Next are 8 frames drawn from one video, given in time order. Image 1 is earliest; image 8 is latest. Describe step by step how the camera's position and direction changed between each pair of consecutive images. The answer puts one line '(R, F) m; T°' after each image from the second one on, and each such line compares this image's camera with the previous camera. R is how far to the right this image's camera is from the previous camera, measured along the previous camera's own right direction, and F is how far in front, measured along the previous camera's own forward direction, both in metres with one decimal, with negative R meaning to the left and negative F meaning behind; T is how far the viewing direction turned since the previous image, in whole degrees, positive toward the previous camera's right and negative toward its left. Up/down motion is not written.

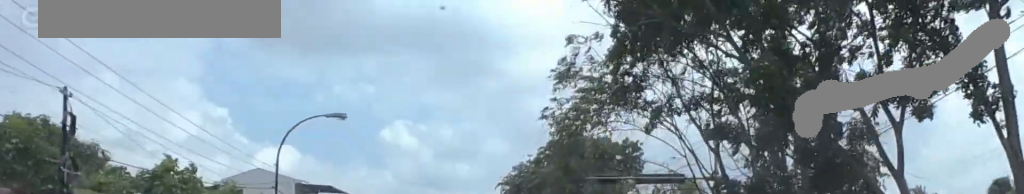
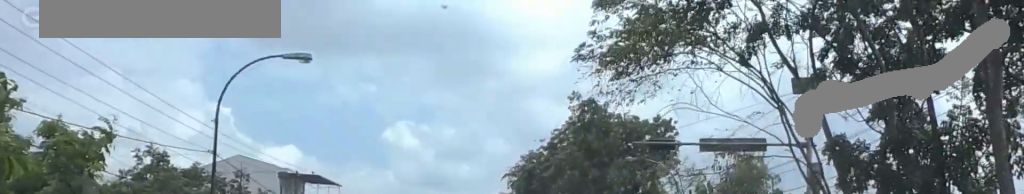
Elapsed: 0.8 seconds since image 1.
(0.0, +9.2) m; -2°
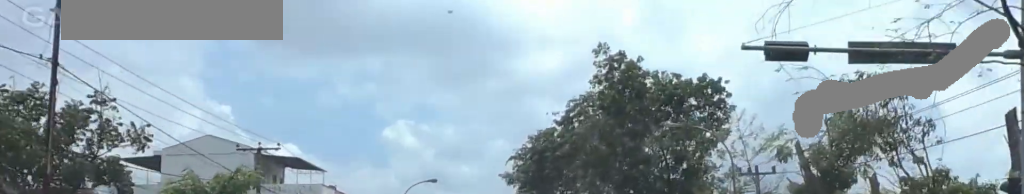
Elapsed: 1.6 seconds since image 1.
(-0.3, +10.0) m; 0°
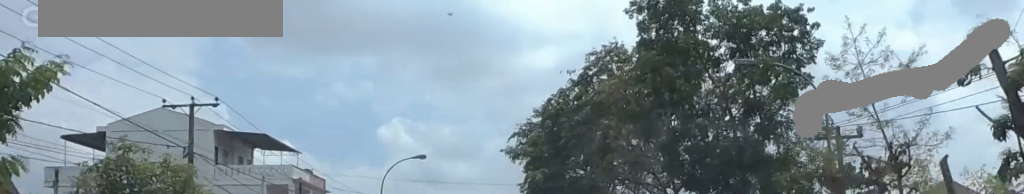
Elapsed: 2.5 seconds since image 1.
(+0.2, +10.7) m; +1°
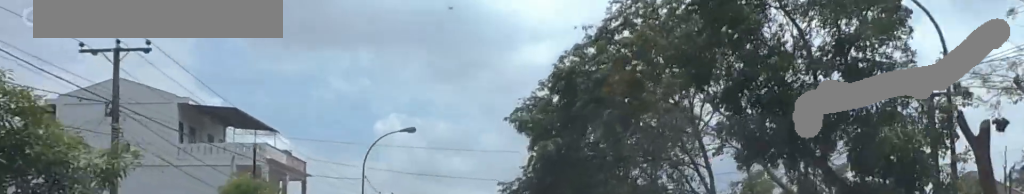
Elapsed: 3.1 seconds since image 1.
(+0.1, +7.4) m; +1°
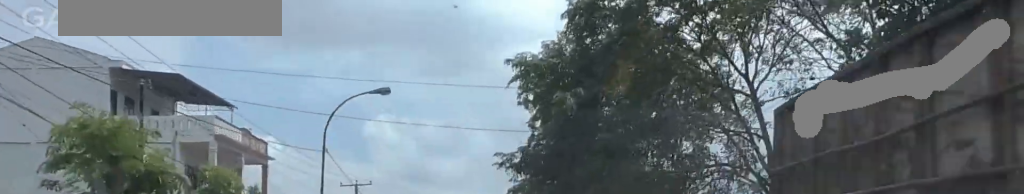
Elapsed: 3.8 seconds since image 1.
(0.0, +9.4) m; 0°
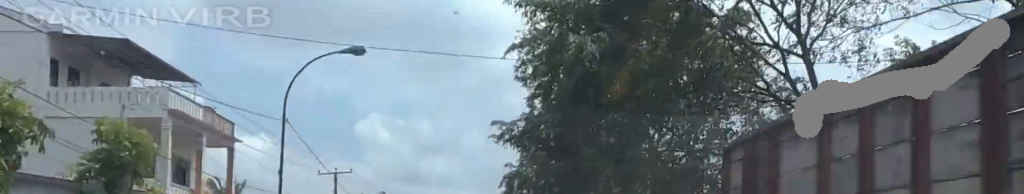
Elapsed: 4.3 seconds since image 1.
(0.0, +6.0) m; 0°
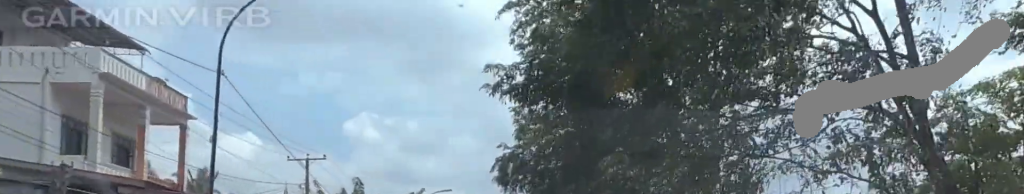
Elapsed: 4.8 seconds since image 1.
(0.0, +6.5) m; 0°
